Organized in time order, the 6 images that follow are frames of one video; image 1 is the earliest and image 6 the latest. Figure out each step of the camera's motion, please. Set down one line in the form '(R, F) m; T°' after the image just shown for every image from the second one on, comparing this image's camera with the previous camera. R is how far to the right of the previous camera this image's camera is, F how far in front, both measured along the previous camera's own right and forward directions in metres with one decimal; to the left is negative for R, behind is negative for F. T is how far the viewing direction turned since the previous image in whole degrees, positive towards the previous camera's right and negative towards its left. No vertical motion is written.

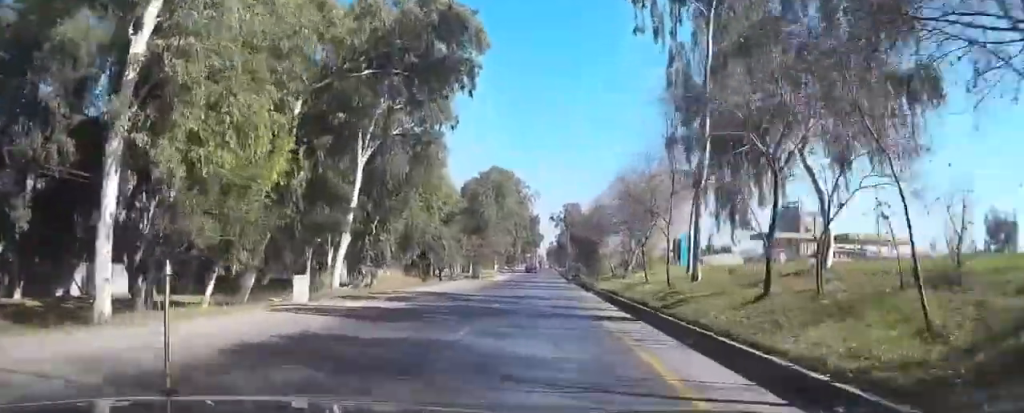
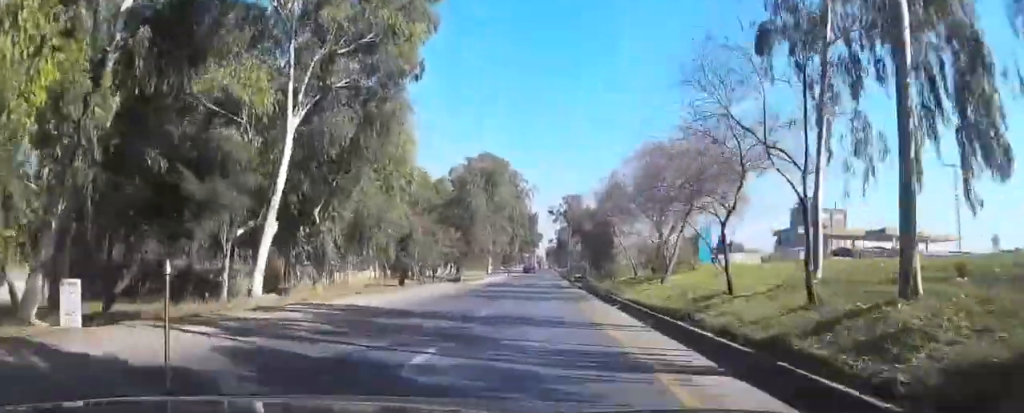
(-0.1, +13.2) m; 0°
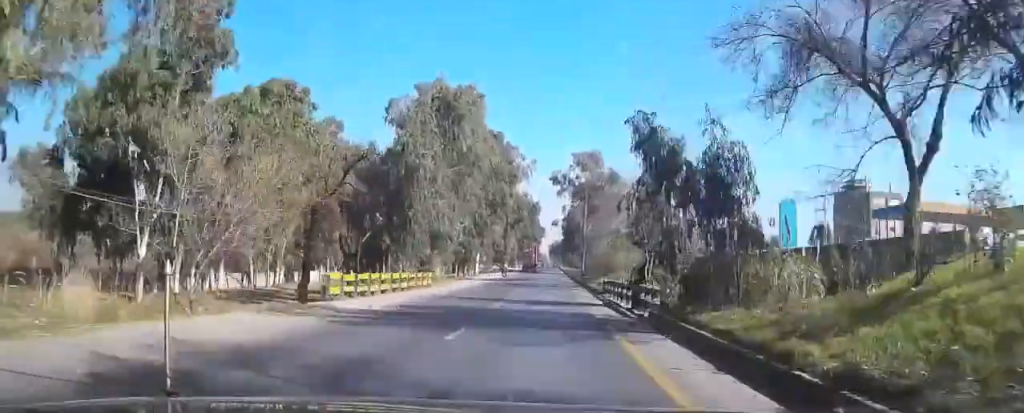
(-0.2, +31.4) m; -1°
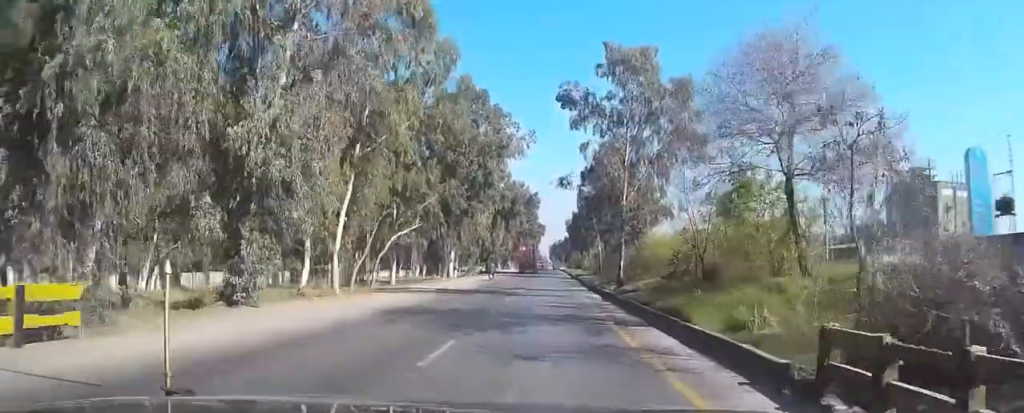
(0.0, +29.9) m; 0°
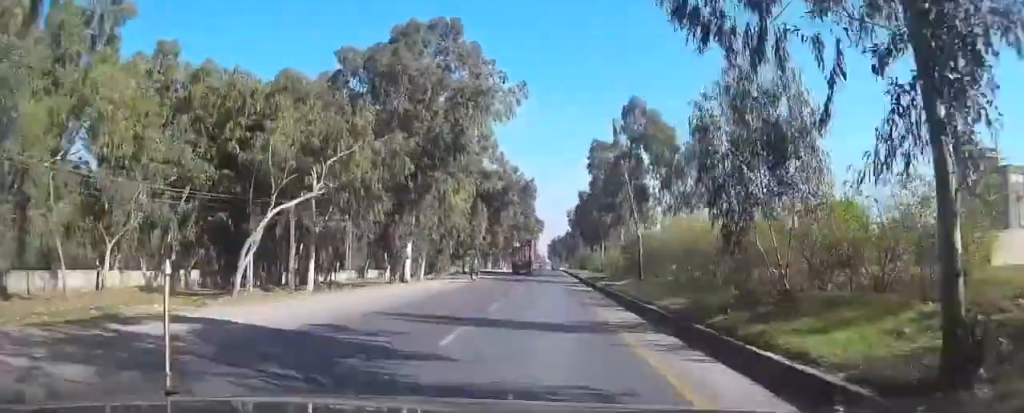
(-0.1, +24.4) m; -1°
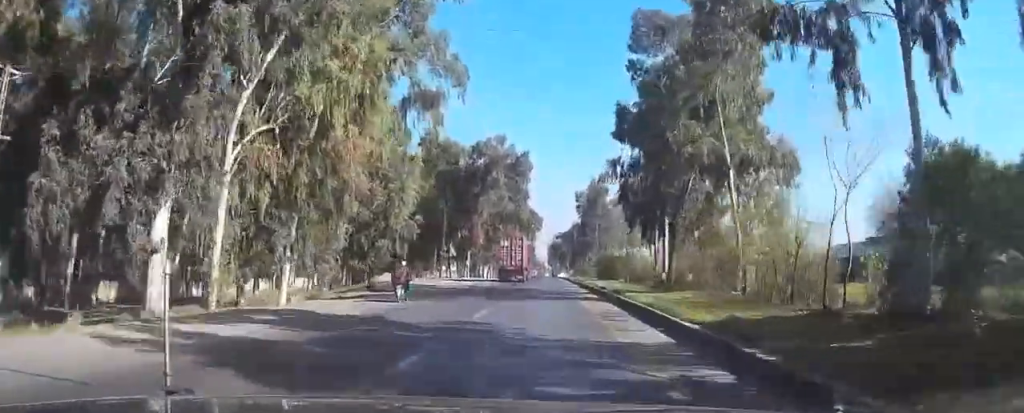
(0.0, +39.4) m; 0°
